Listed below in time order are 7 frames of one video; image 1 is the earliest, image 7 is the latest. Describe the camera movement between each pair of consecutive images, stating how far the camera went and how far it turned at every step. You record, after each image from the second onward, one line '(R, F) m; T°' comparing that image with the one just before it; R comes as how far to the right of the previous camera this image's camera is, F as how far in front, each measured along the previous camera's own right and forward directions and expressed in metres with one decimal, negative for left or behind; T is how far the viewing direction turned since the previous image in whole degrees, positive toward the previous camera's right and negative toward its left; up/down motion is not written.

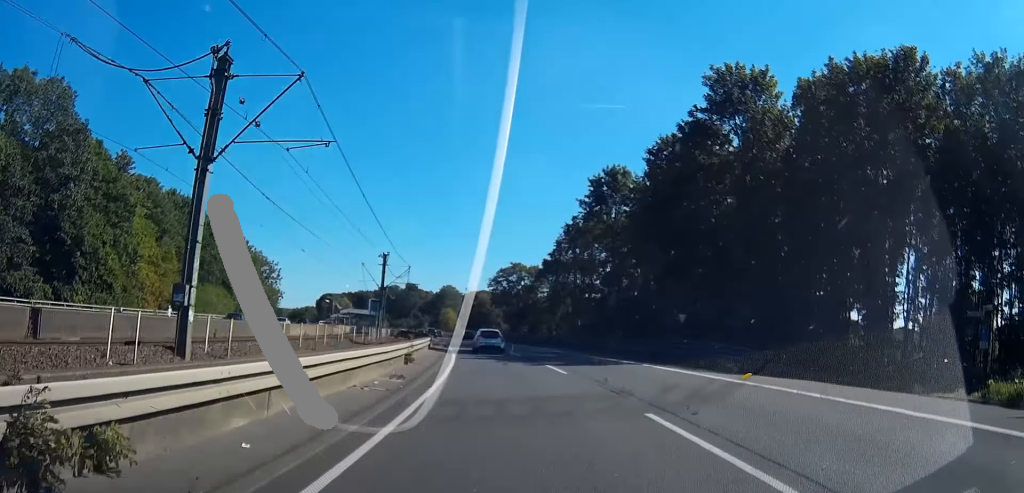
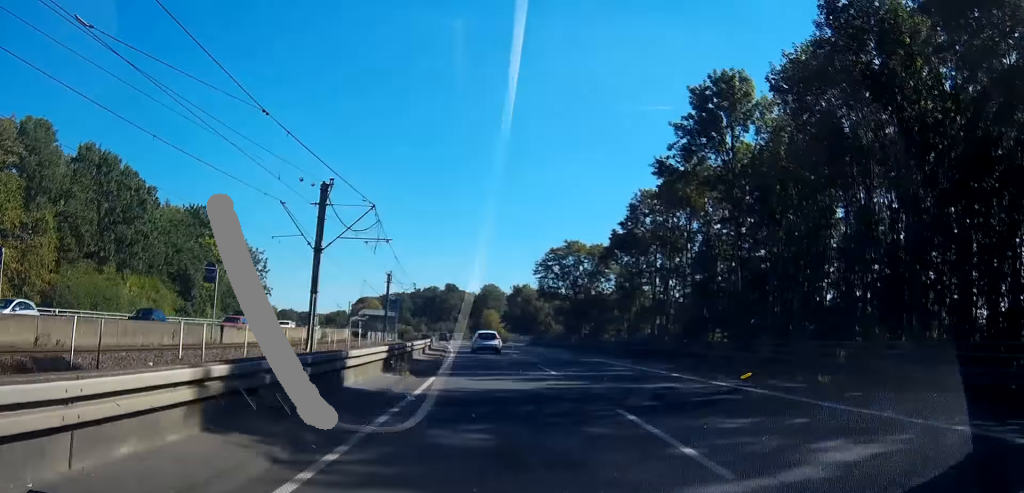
(-1.2, +35.6) m; -3°
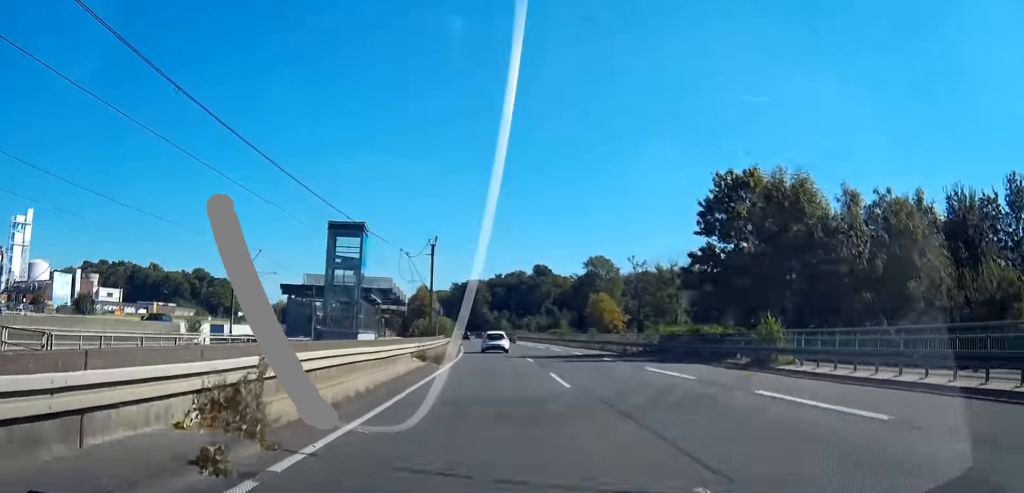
(-2.7, +97.3) m; -4°
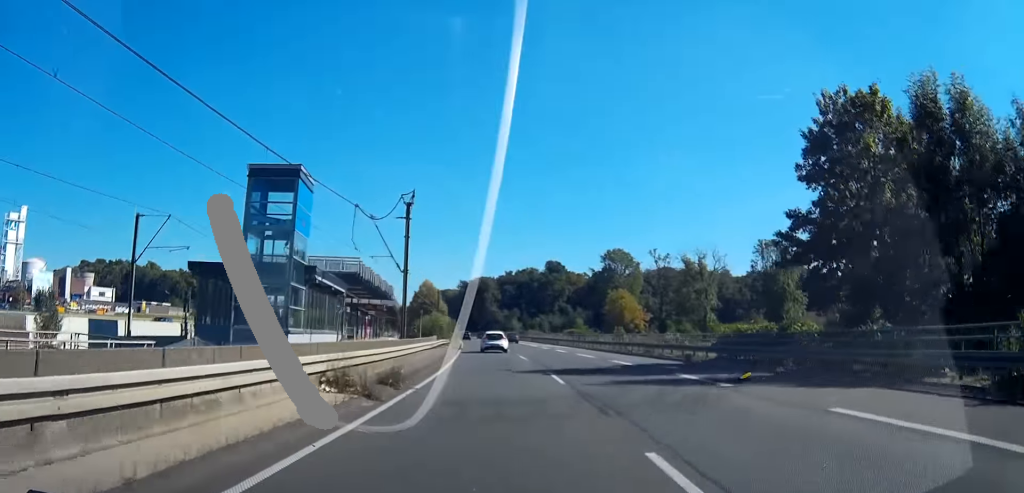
(+0.2, +15.9) m; -1°
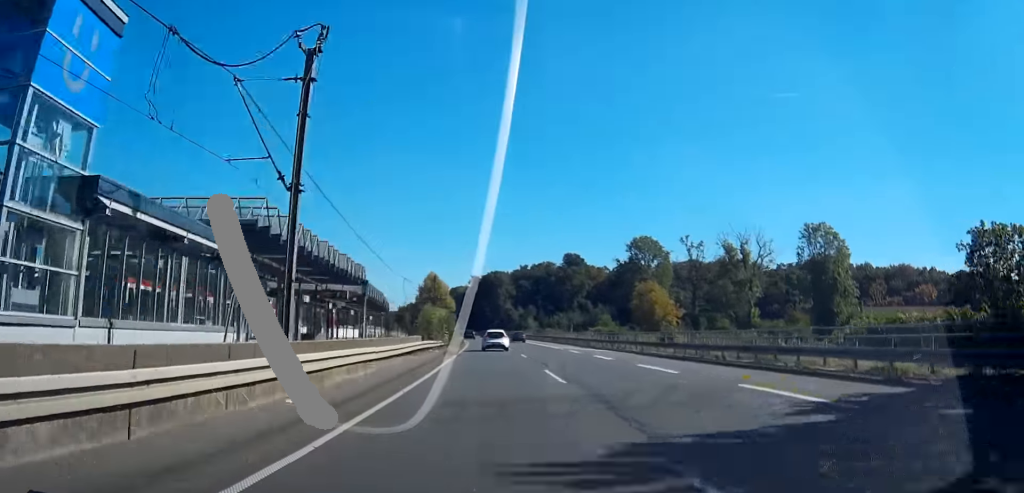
(-0.6, +18.9) m; -3°
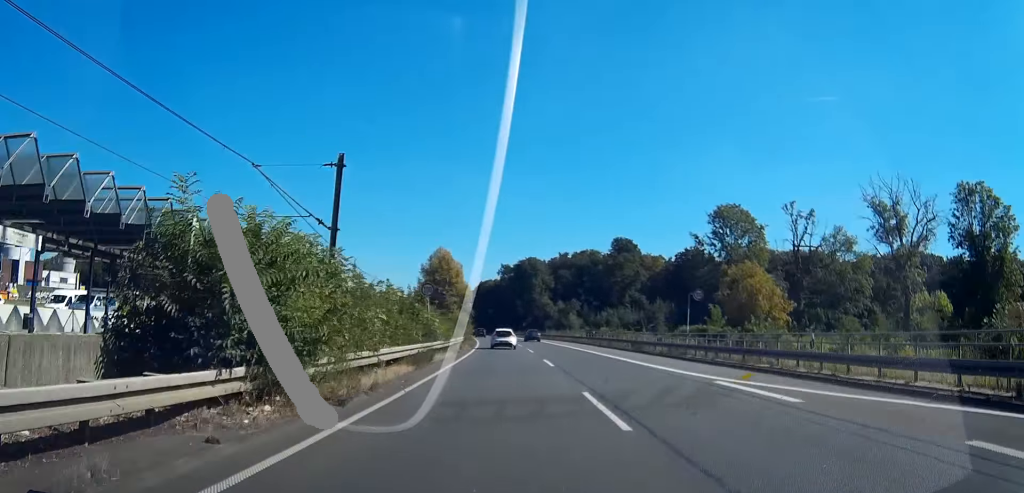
(-2.0, +44.9) m; -4°
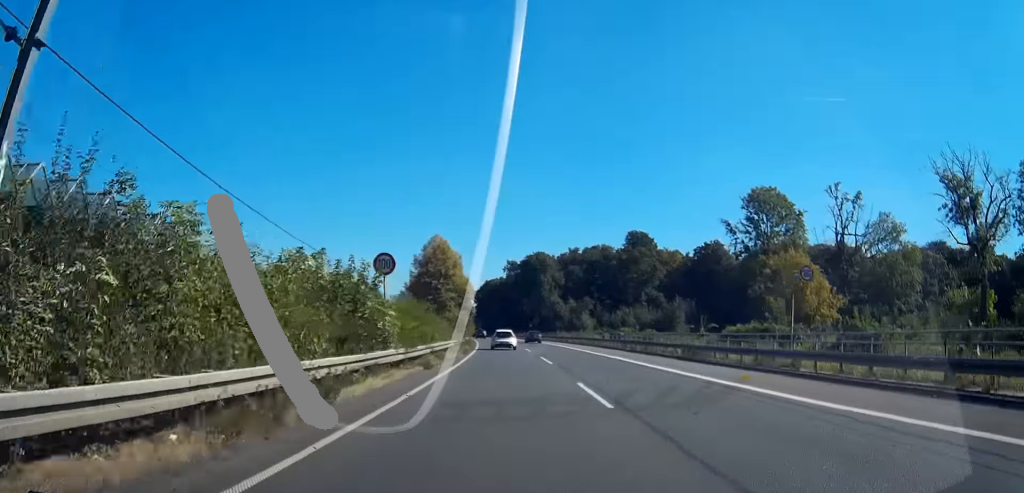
(0.0, +15.1) m; 0°
